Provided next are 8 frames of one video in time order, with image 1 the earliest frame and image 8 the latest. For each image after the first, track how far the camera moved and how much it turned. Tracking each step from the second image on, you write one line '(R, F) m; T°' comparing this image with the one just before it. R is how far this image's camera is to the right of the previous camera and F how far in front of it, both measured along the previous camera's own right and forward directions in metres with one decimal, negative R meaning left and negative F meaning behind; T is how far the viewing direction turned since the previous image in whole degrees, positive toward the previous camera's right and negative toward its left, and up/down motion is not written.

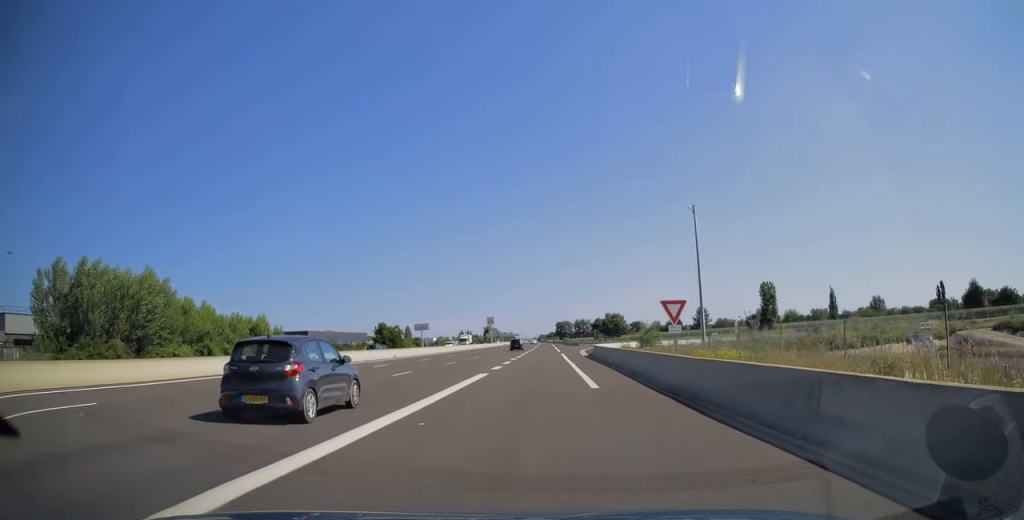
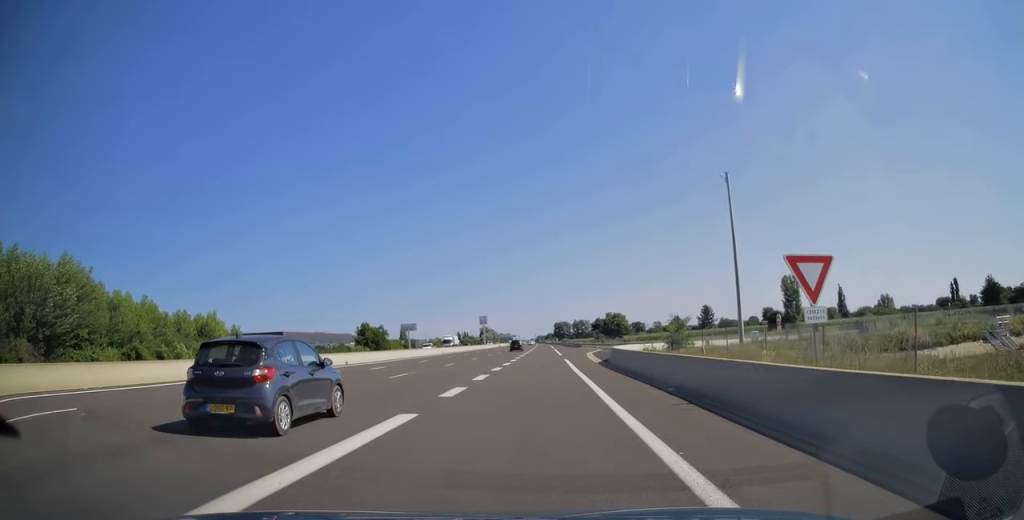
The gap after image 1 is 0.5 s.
(0.0, +13.7) m; 0°
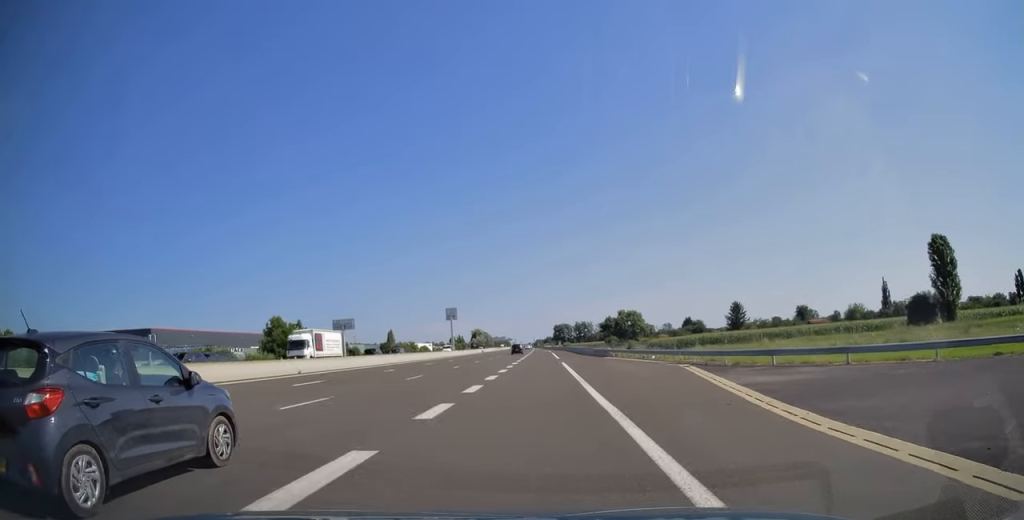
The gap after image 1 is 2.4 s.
(+0.3, +49.2) m; 0°
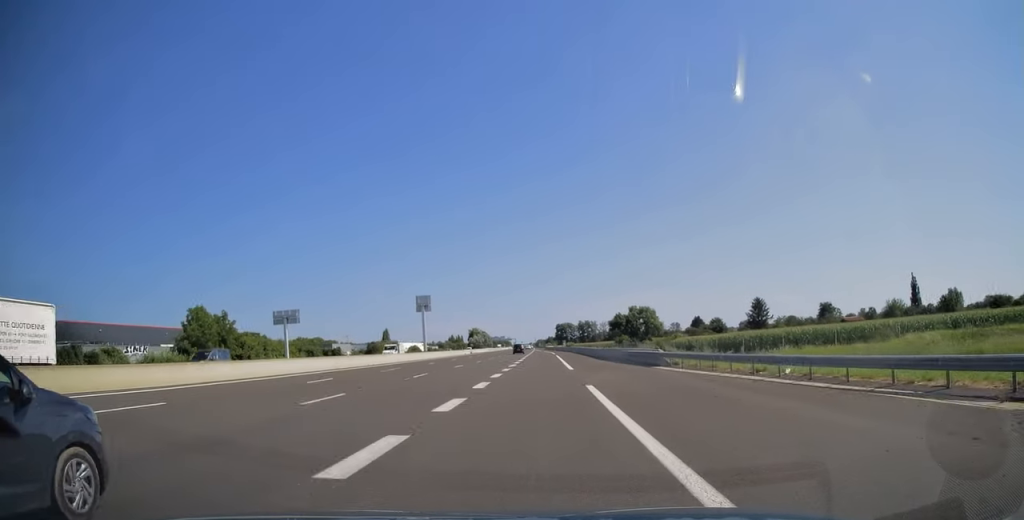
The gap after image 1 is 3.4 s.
(-0.1, +24.2) m; 0°
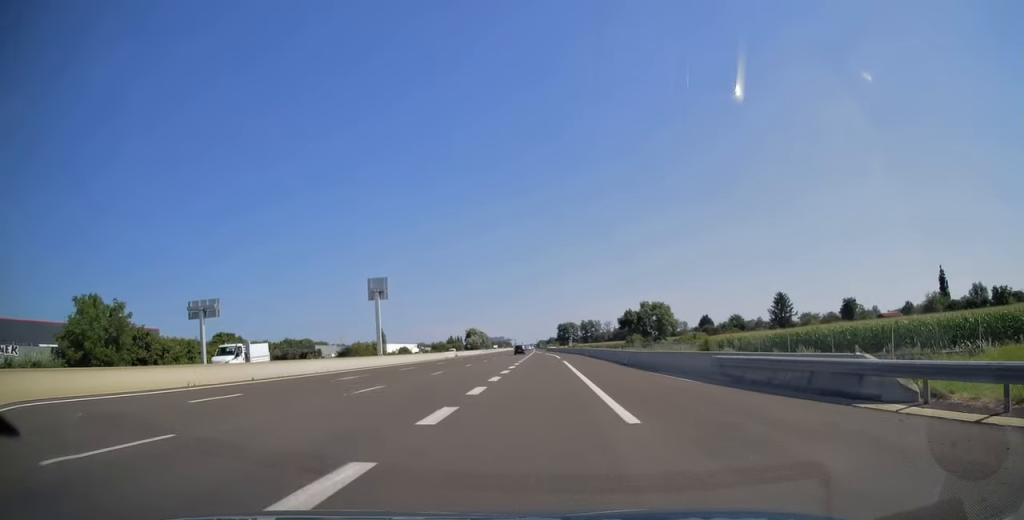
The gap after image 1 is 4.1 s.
(+0.1, +21.2) m; 0°
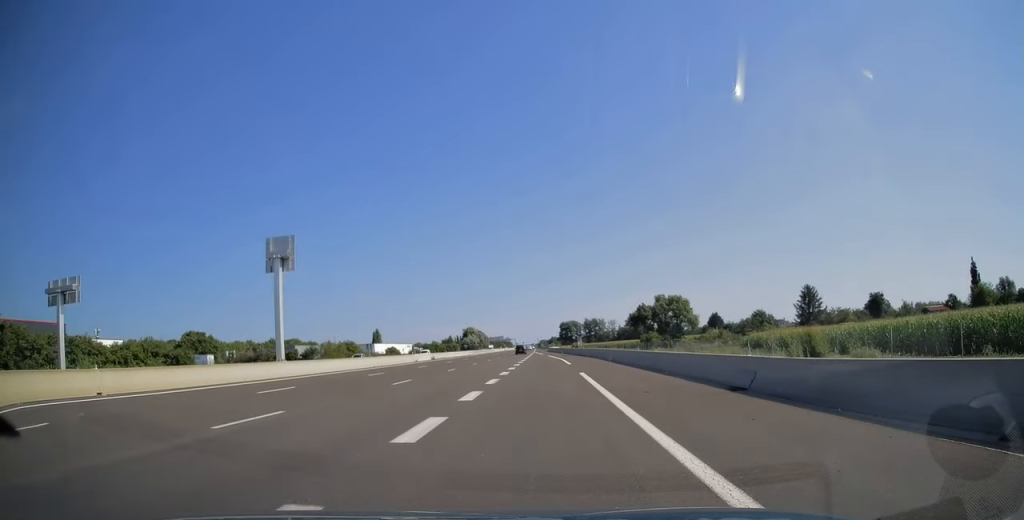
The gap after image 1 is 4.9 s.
(0.0, +21.2) m; 0°
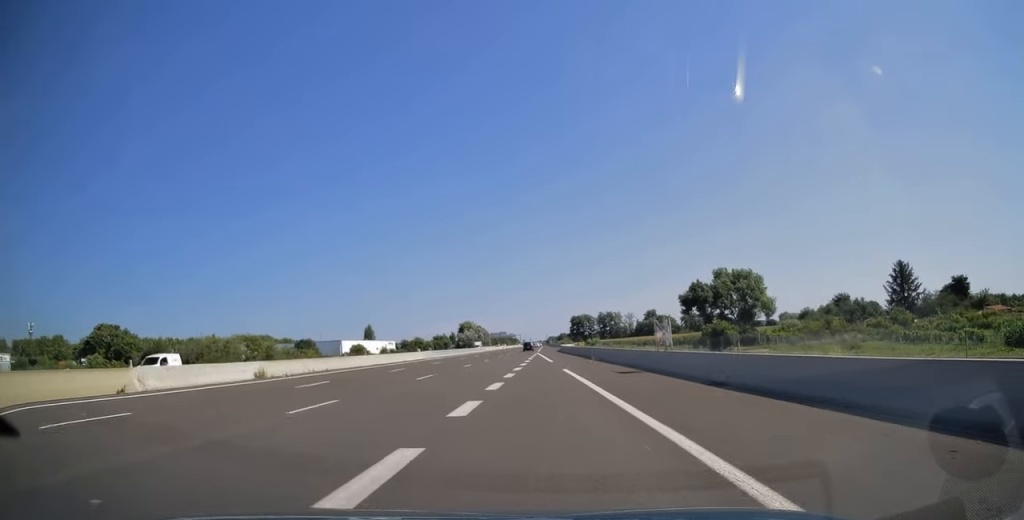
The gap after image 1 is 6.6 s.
(-0.2, +48.1) m; 0°
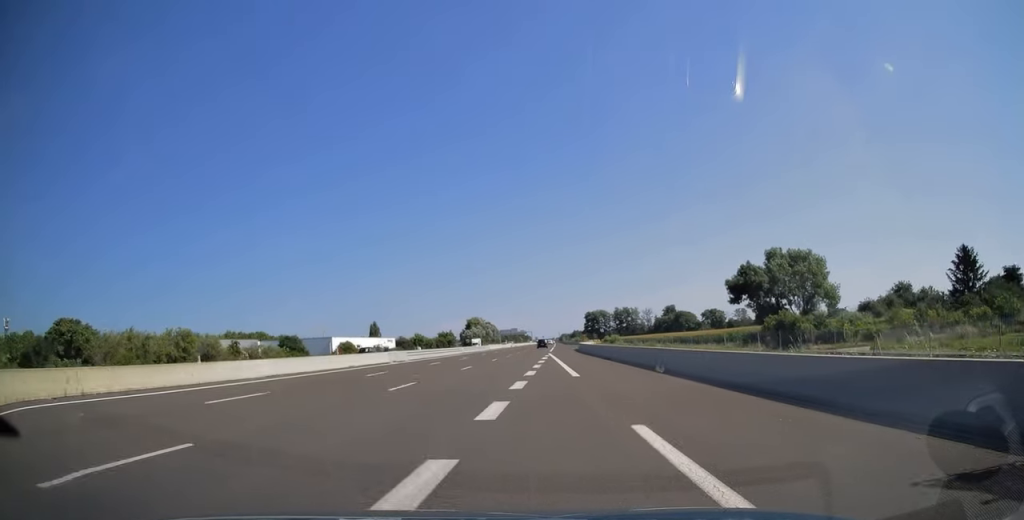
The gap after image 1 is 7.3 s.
(0.0, +20.2) m; 0°
